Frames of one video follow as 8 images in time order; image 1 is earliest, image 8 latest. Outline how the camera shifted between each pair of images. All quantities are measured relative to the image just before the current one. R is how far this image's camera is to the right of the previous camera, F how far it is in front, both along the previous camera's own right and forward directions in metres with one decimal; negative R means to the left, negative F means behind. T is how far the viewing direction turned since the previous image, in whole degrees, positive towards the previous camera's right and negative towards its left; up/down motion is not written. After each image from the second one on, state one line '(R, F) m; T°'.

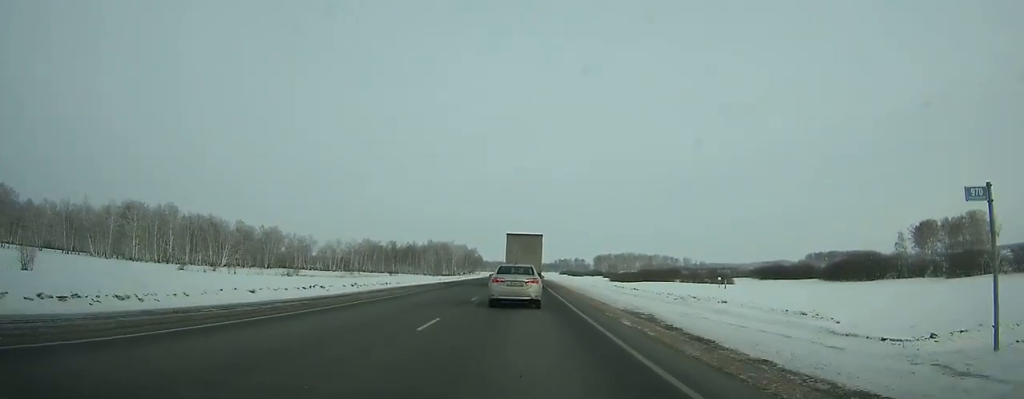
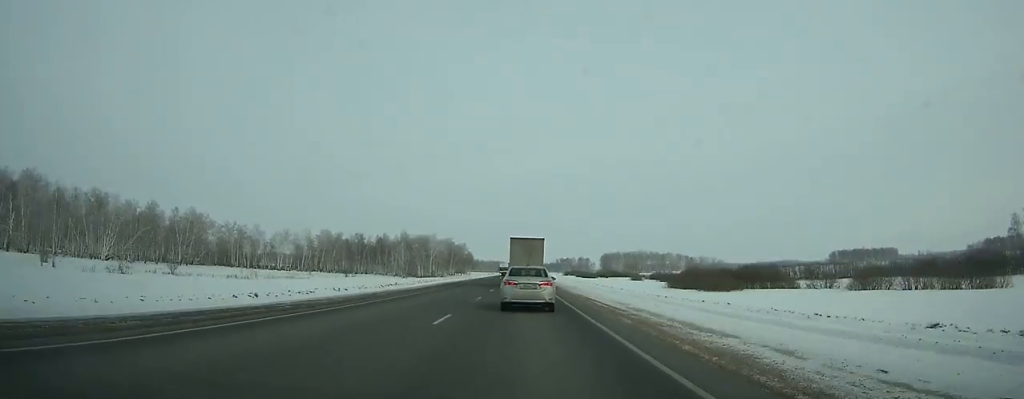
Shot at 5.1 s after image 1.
(-0.4, +70.0) m; -1°
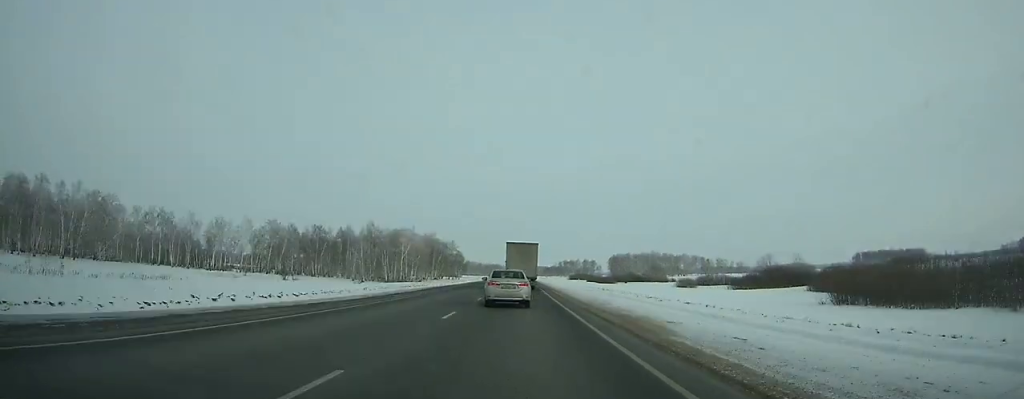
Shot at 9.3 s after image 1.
(-0.3, +58.4) m; 0°
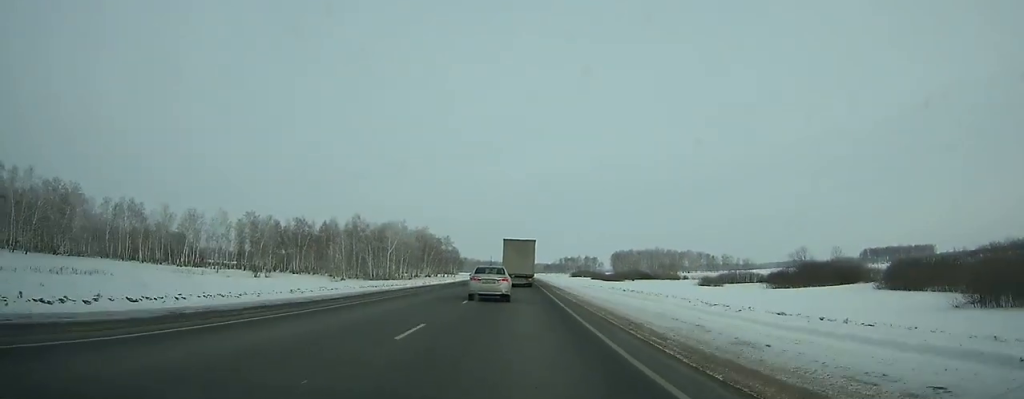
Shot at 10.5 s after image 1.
(0.0, +17.1) m; 0°
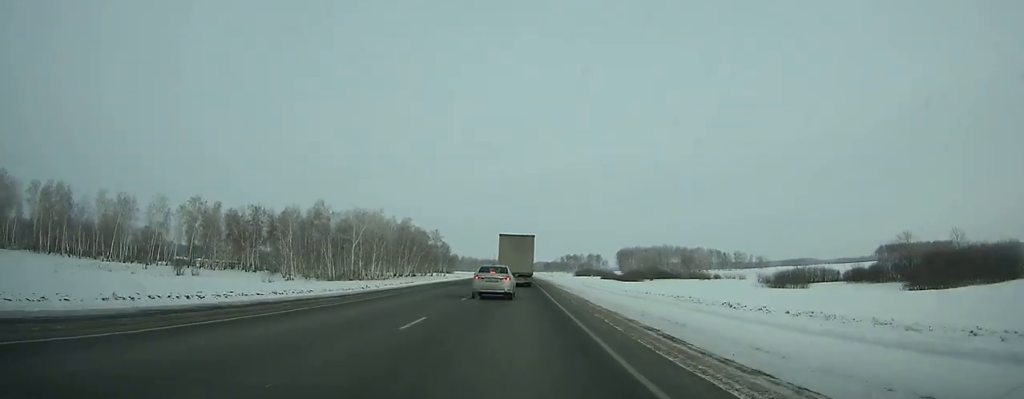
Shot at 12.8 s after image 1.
(0.0, +33.2) m; 0°
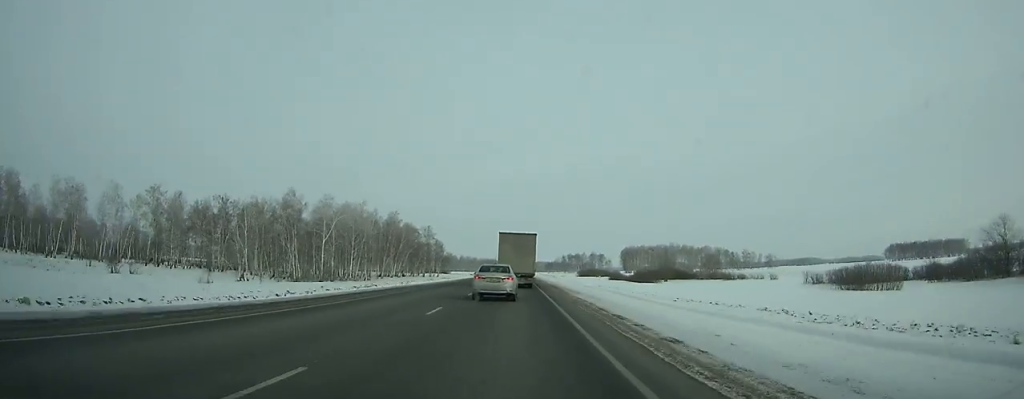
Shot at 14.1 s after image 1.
(+0.2, +18.9) m; 0°
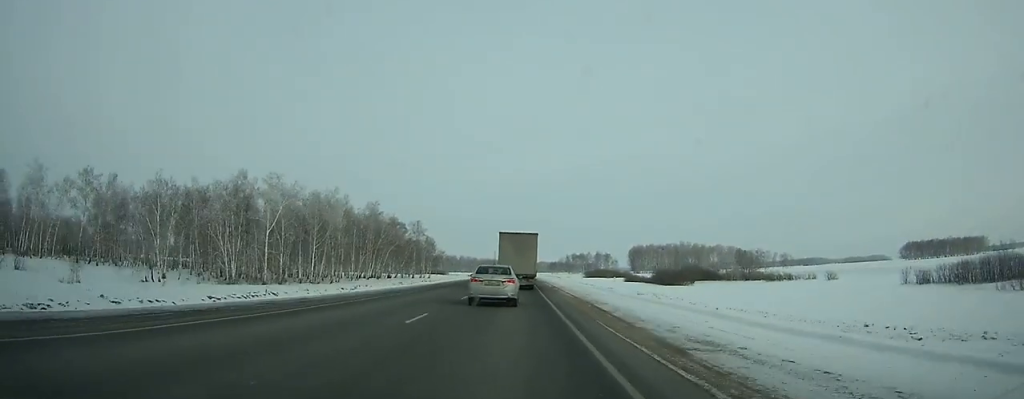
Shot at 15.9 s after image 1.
(+0.2, +26.1) m; 0°
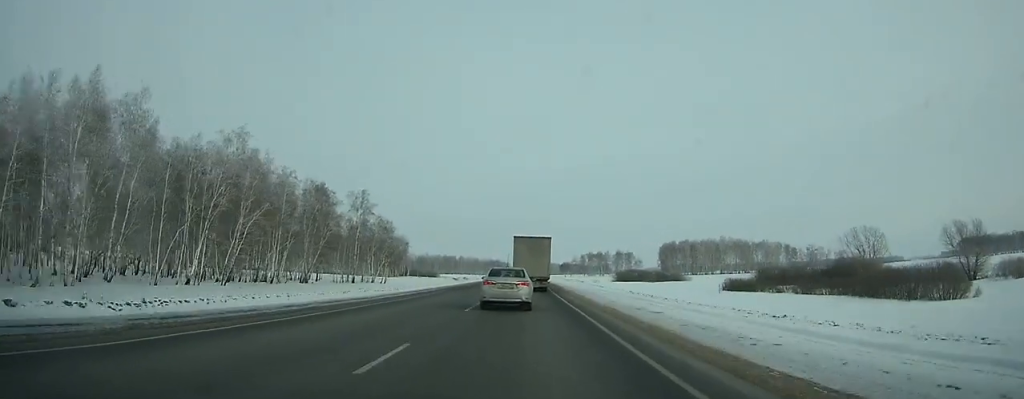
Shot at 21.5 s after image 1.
(-0.4, +81.3) m; 0°
